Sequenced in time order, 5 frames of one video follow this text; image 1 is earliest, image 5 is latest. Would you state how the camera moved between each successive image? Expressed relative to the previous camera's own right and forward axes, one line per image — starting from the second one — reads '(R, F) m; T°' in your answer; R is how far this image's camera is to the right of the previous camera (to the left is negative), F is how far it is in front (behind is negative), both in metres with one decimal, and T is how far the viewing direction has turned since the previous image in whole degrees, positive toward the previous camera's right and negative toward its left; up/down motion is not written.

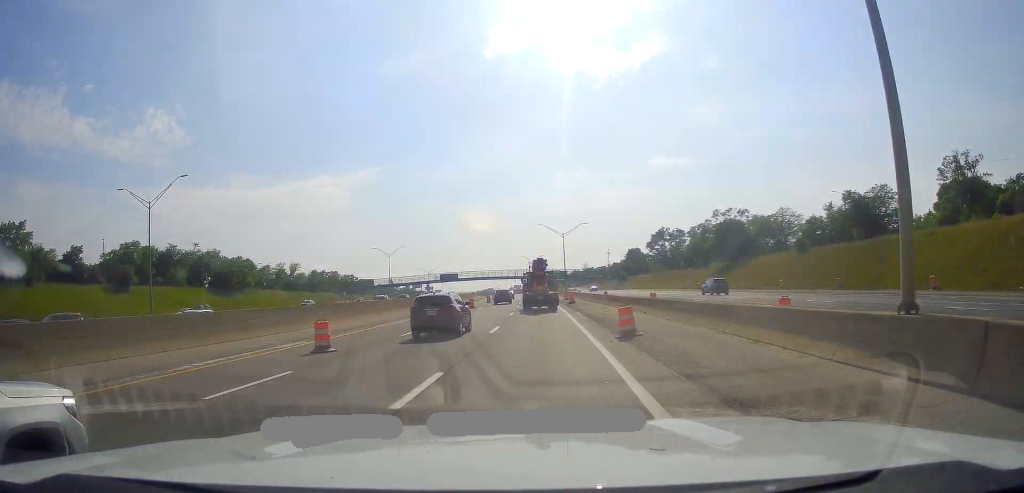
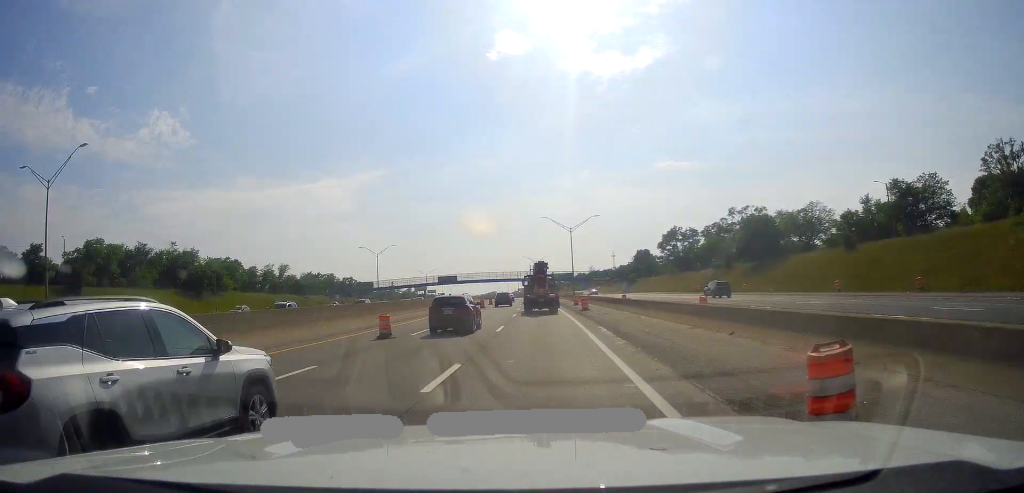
(-0.2, +13.8) m; 0°
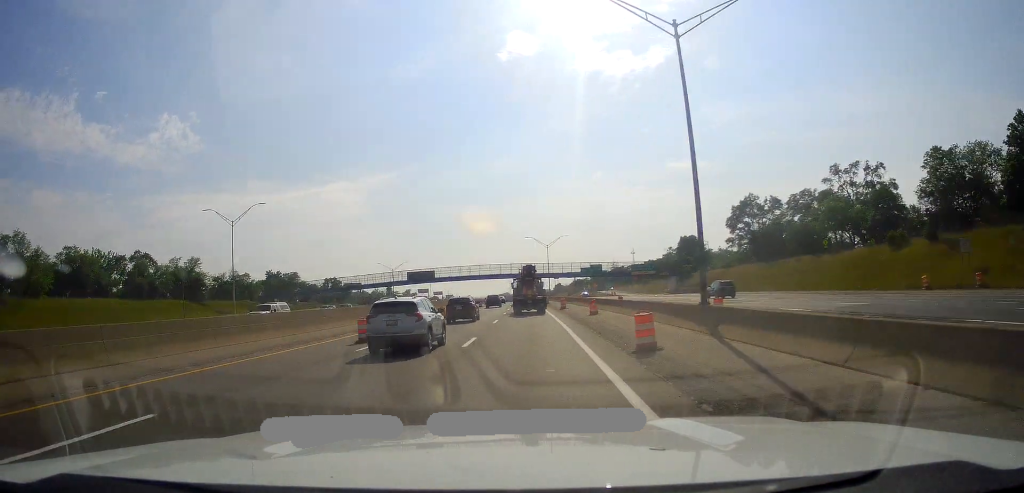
(-0.2, +66.7) m; -2°
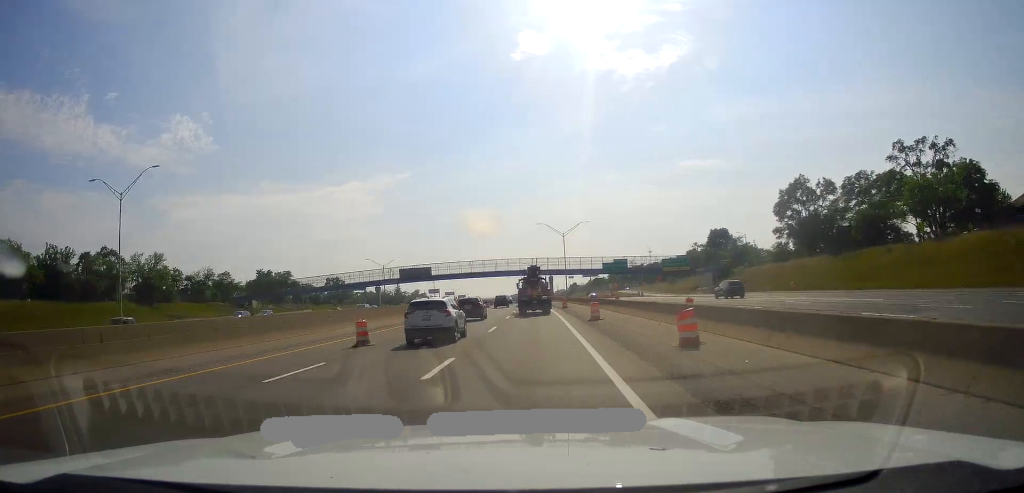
(-0.4, +22.0) m; -1°
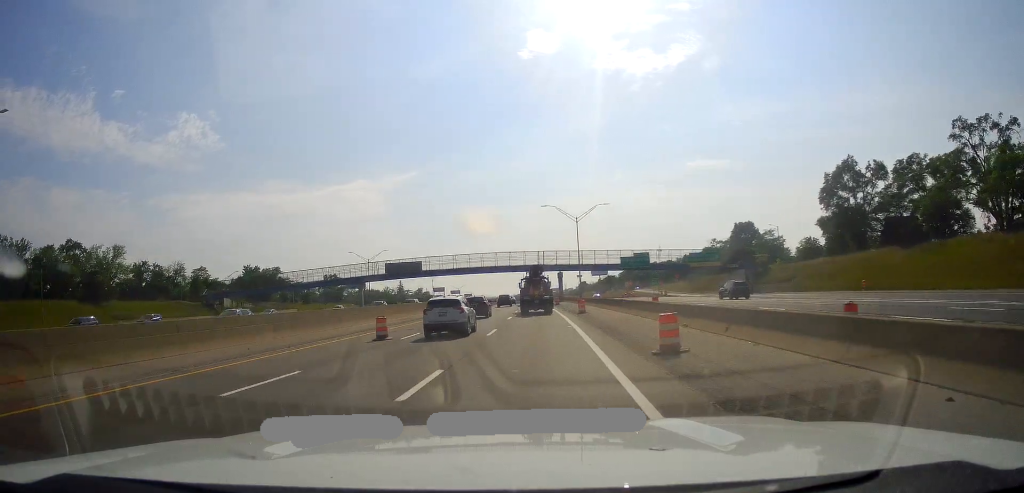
(-0.2, +17.6) m; -1°
